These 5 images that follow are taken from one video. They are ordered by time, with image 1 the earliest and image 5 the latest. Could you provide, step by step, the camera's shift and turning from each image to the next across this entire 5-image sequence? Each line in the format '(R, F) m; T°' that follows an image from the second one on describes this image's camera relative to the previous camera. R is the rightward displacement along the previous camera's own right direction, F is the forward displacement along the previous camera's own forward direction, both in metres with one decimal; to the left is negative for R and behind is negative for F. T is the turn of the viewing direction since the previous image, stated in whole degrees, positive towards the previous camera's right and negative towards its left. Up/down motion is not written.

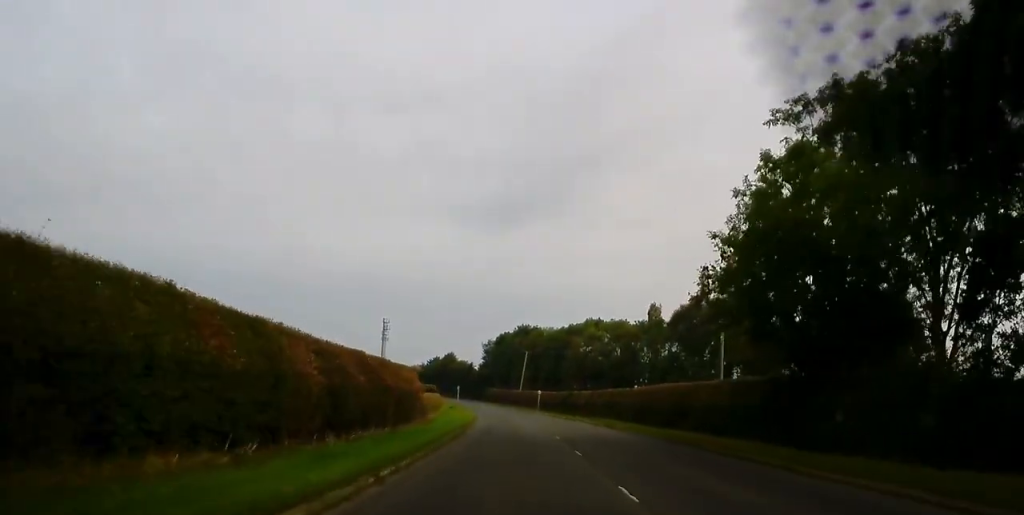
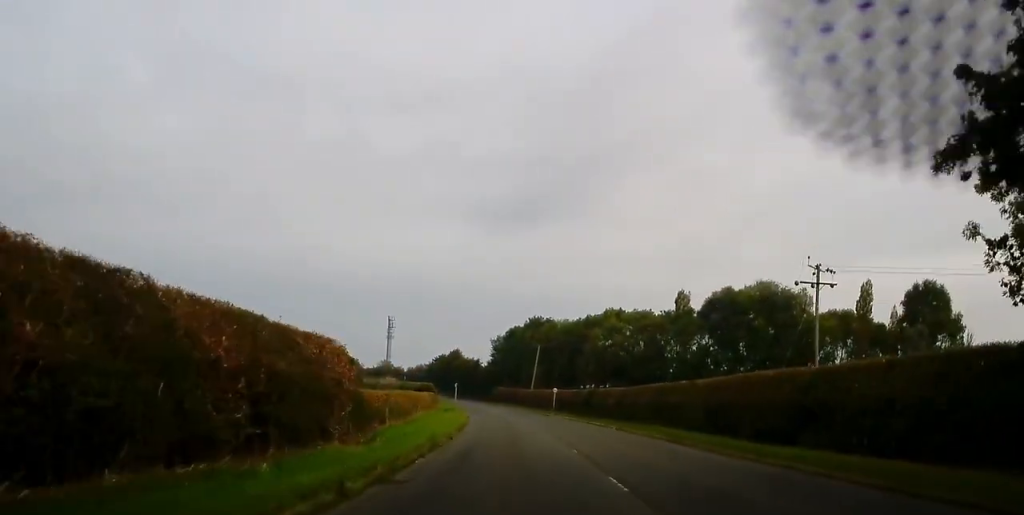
(0.0, +16.8) m; -1°
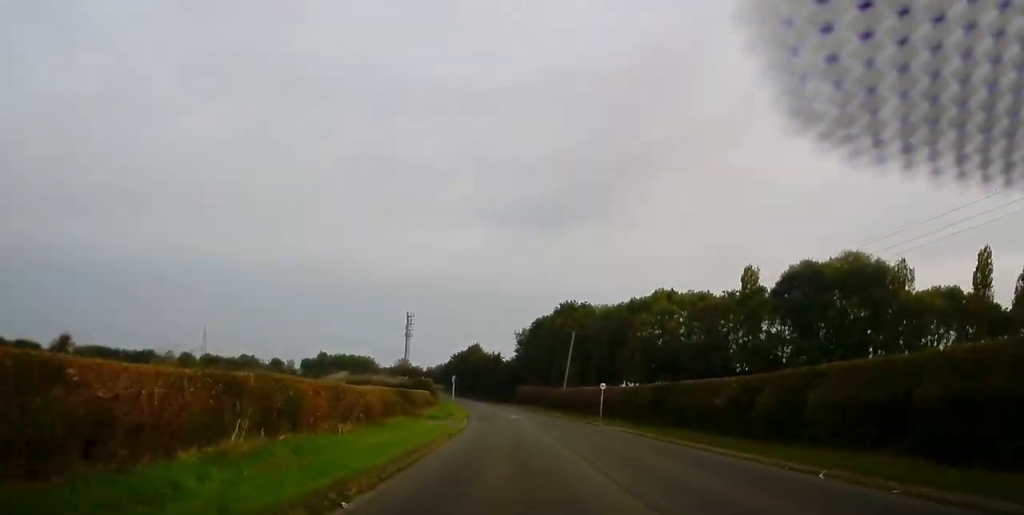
(-0.4, +26.6) m; -1°
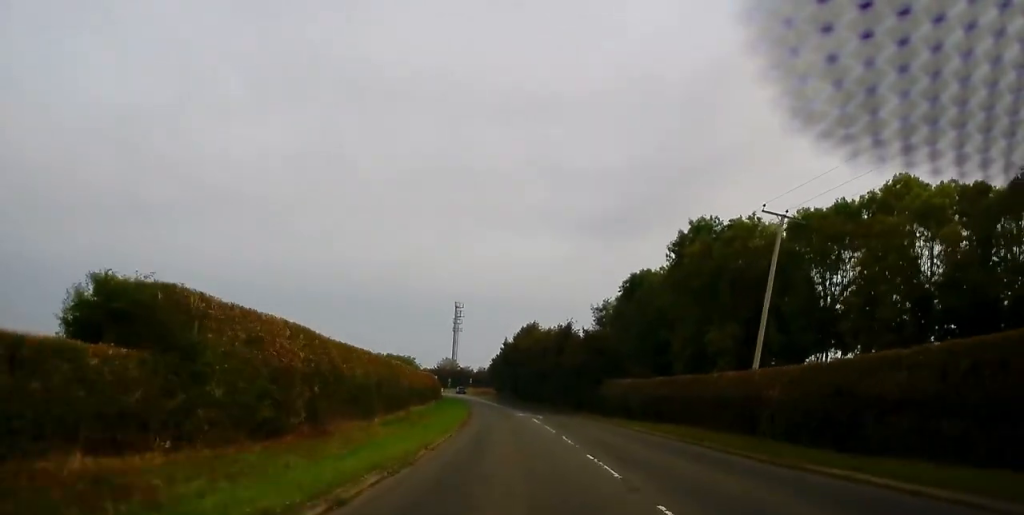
(-2.5, +60.6) m; -5°
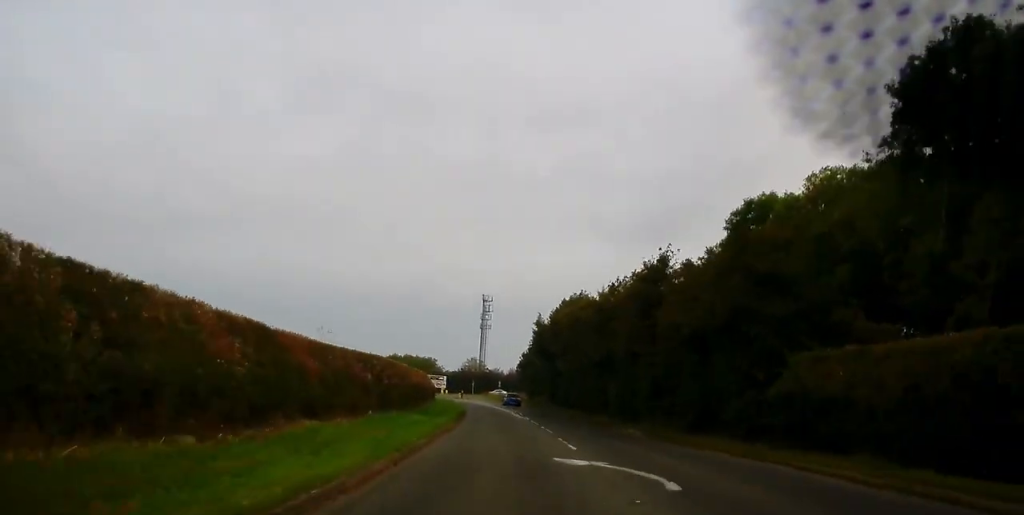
(-1.3, +37.6) m; -4°
